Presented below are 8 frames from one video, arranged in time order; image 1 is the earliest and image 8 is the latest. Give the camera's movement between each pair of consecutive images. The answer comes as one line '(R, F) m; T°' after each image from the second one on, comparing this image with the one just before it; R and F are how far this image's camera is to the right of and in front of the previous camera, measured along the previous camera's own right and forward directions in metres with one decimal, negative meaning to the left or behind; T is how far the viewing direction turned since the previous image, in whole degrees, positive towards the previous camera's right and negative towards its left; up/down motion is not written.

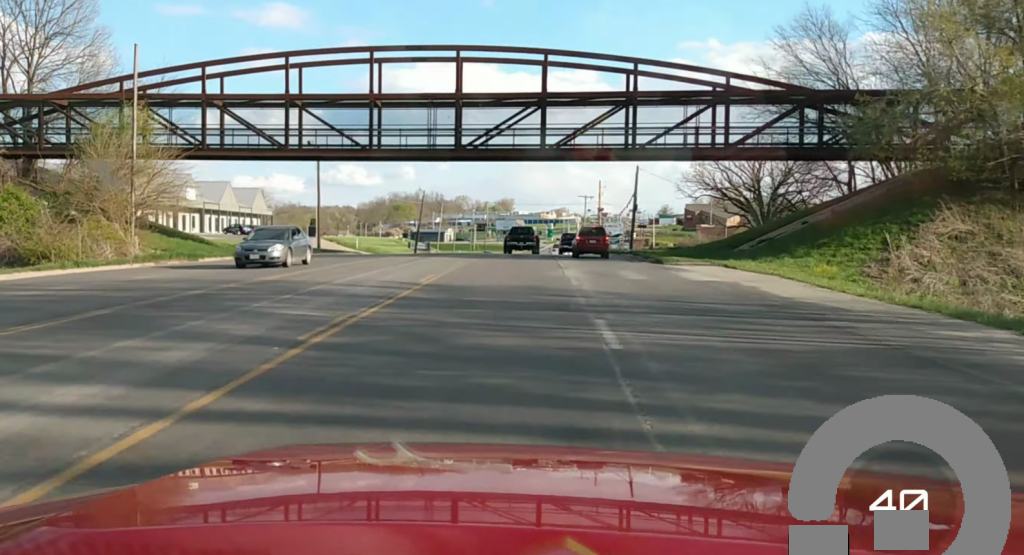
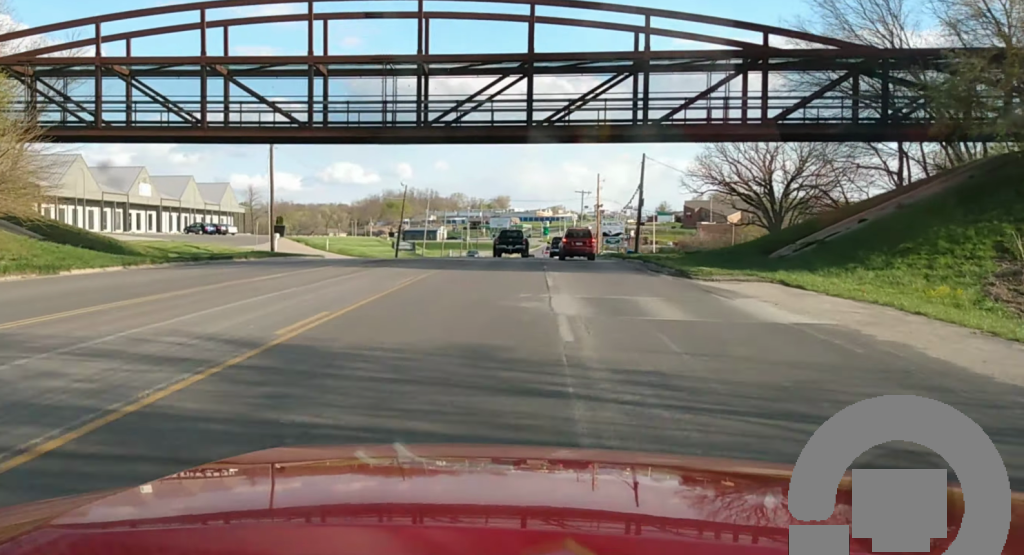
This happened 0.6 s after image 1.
(-0.1, +11.2) m; 0°
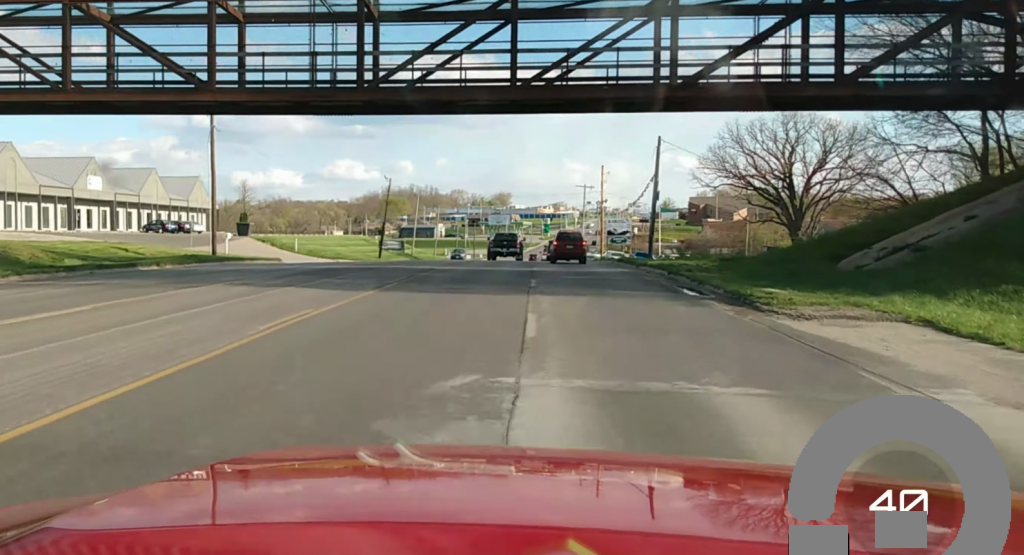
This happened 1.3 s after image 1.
(0.0, +11.1) m; 0°
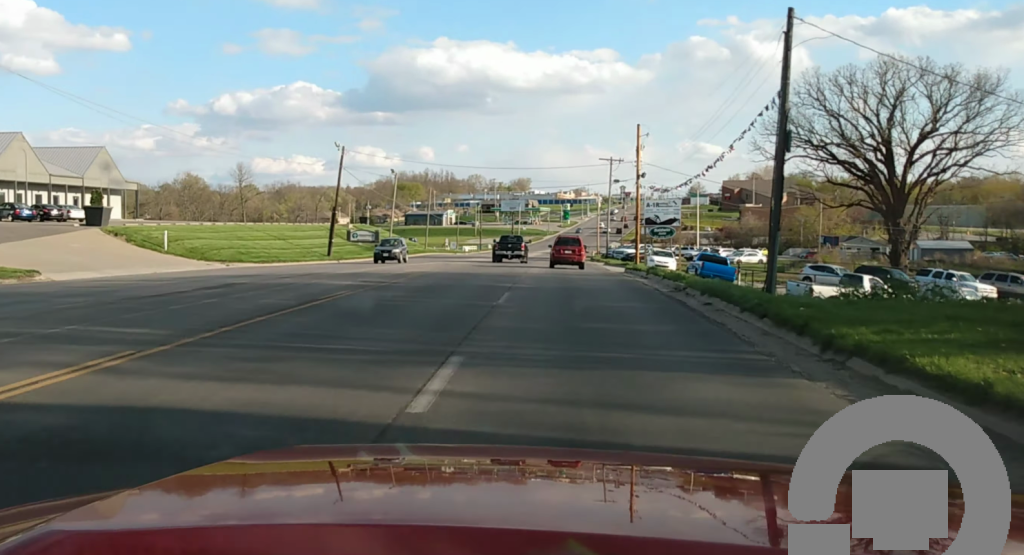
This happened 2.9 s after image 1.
(0.0, +29.4) m; 0°
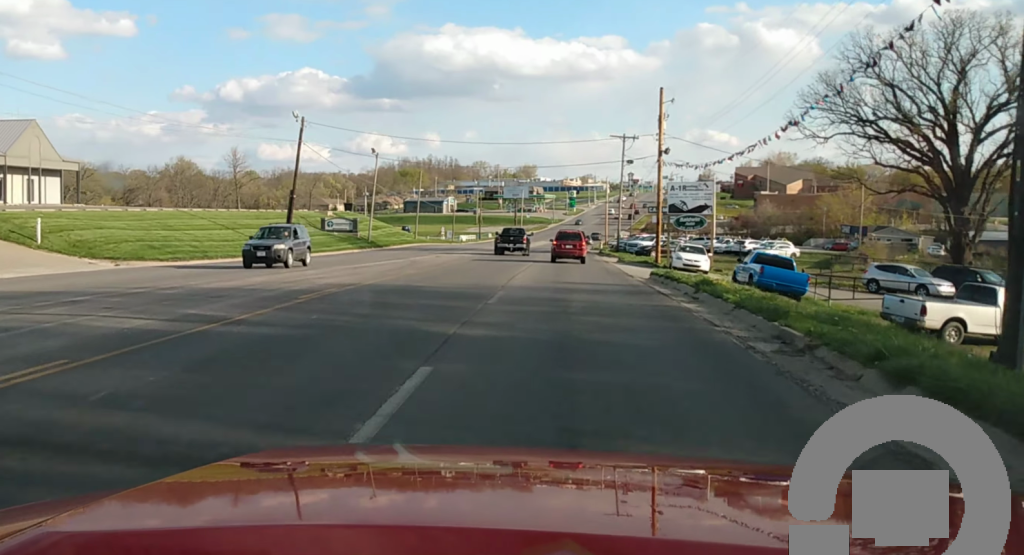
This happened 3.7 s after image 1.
(+0.1, +13.4) m; -1°
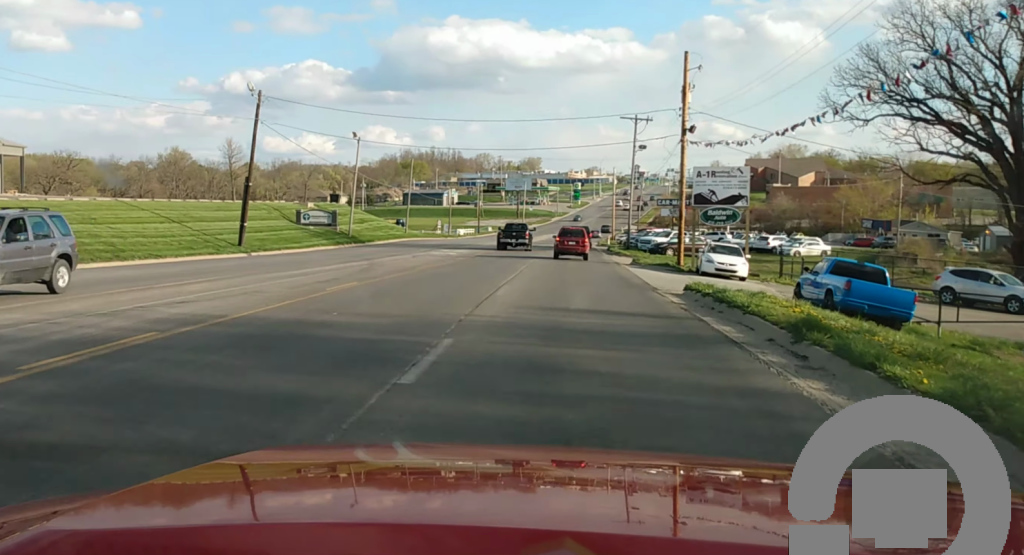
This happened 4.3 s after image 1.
(-0.2, +9.6) m; -1°
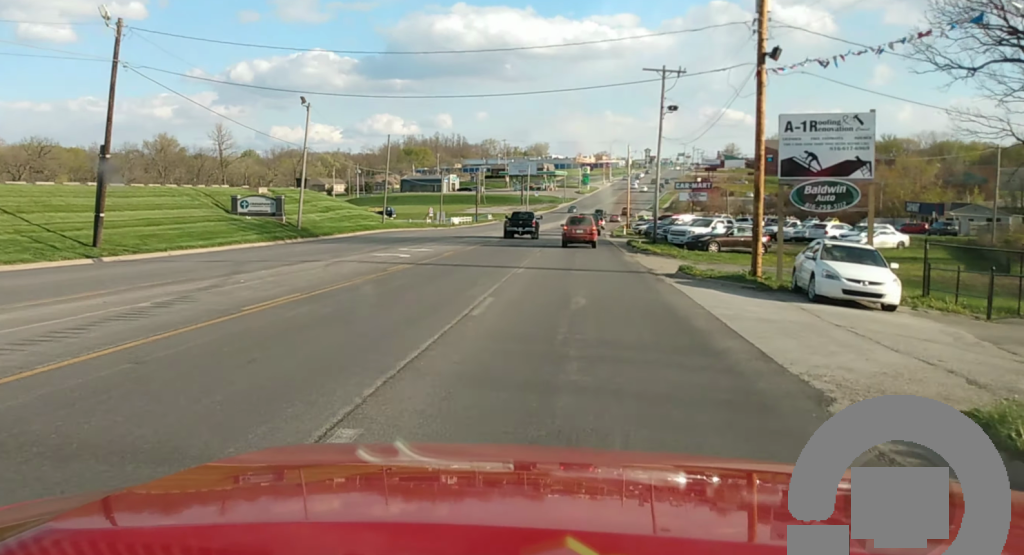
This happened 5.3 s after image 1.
(-0.1, +17.3) m; +1°
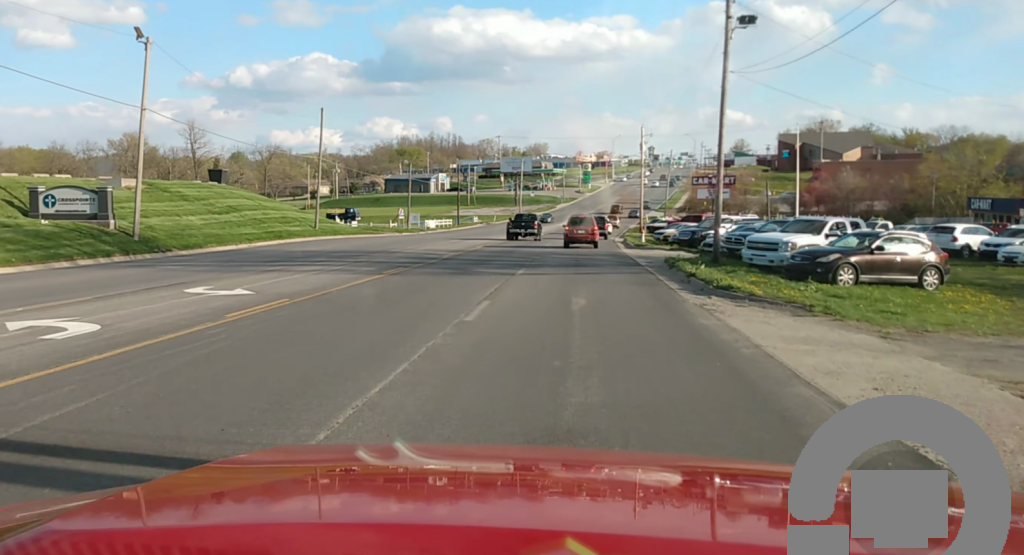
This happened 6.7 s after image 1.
(+0.5, +24.5) m; +1°
